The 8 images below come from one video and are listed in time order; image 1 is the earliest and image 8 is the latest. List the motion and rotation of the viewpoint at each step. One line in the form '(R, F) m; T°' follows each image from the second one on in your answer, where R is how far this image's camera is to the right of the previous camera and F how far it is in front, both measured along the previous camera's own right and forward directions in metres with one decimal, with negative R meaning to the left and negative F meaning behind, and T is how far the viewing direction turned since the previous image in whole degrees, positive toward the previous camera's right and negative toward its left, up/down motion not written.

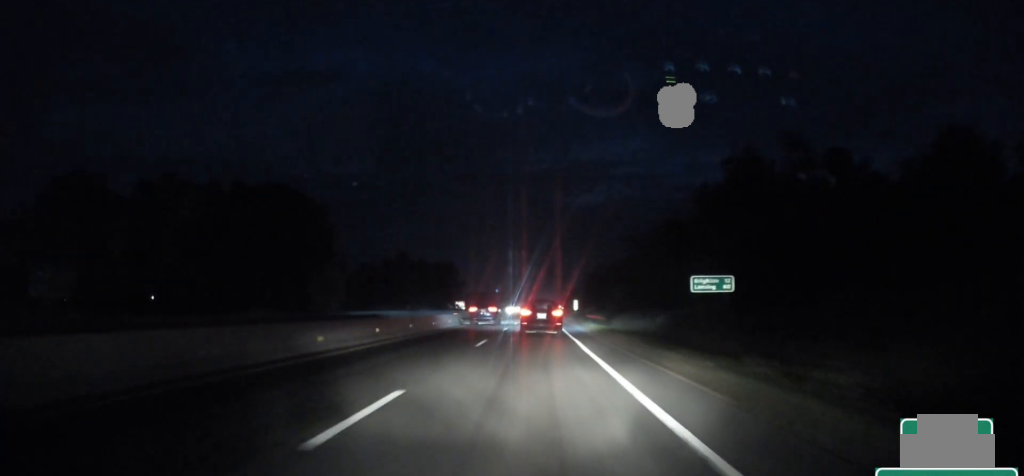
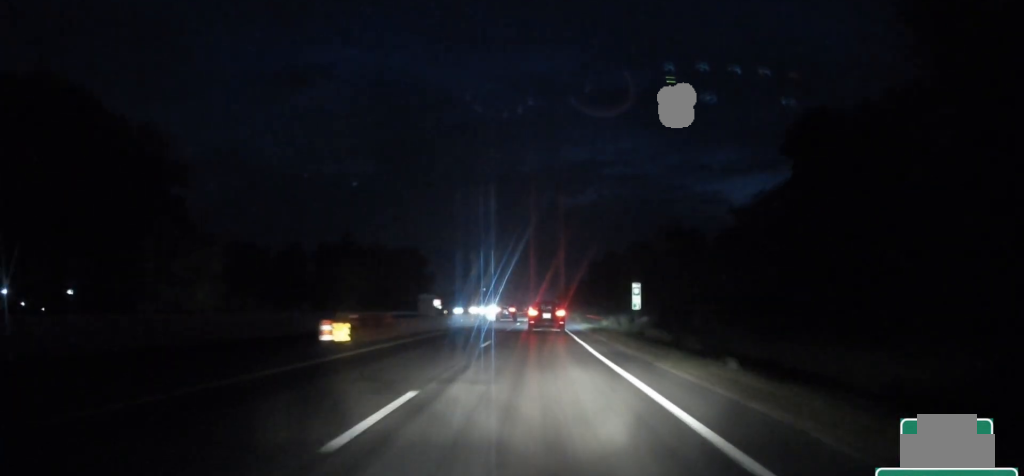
(+0.2, +75.7) m; 0°
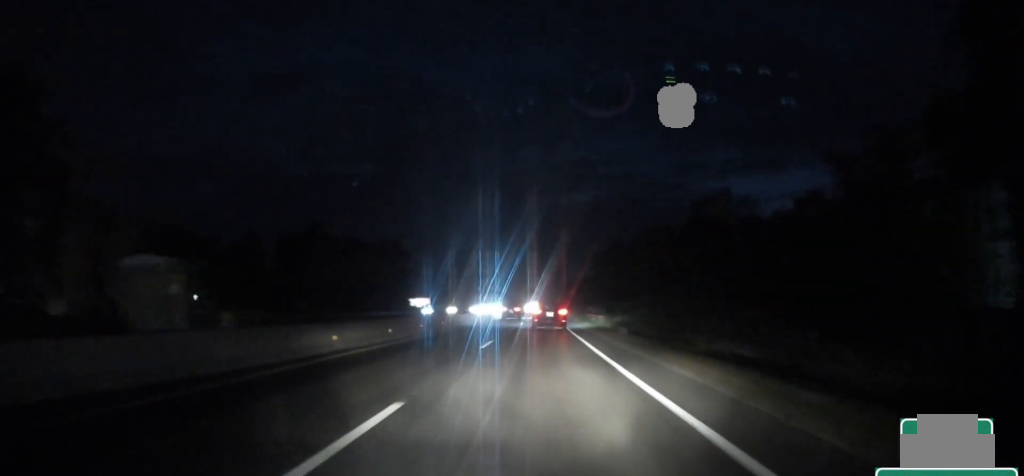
(+0.3, +31.6) m; -2°
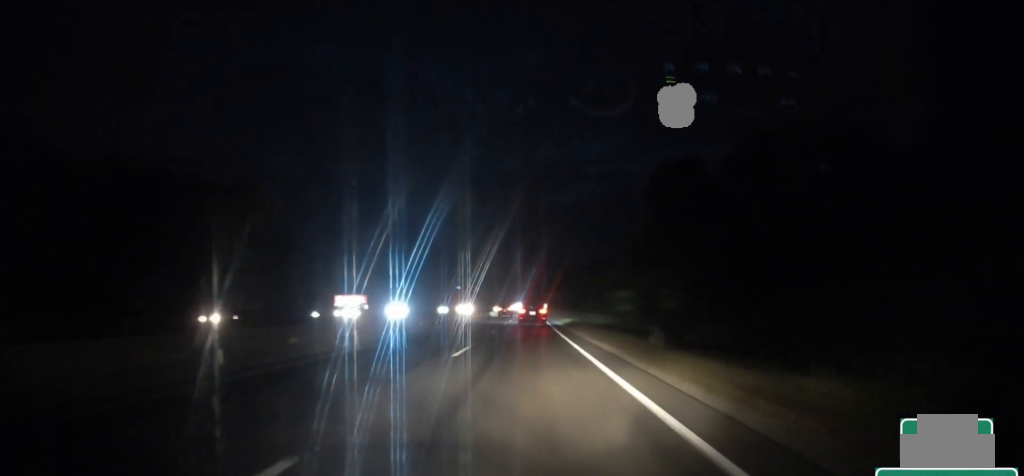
(+8.3, +123.3) m; +9°
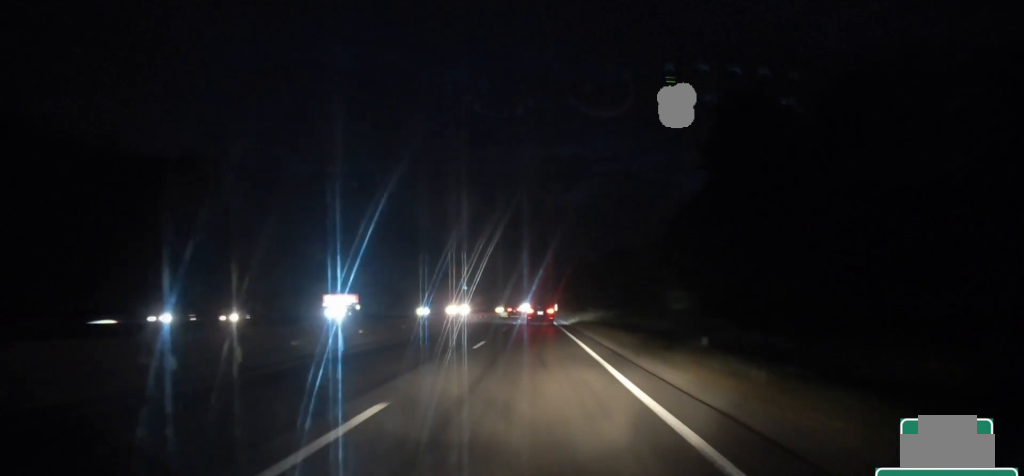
(-1.1, +27.6) m; -1°
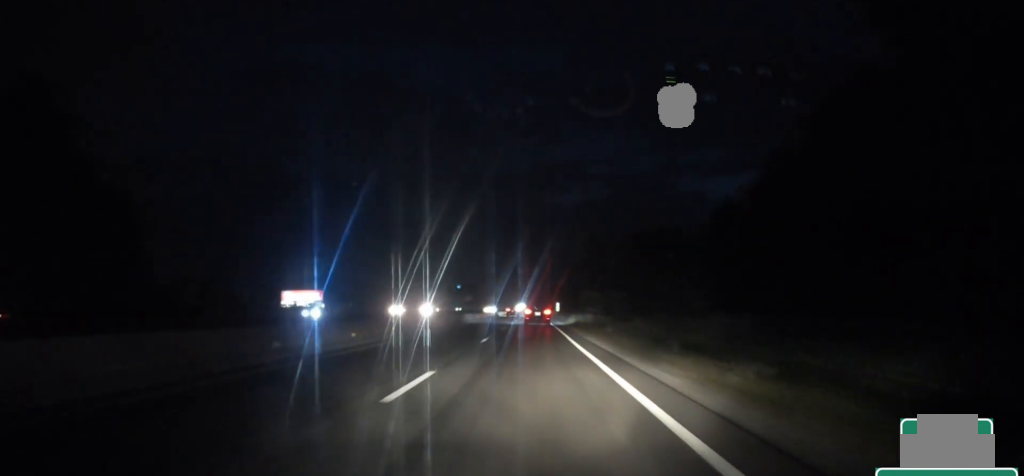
(-2.5, +41.9) m; -3°
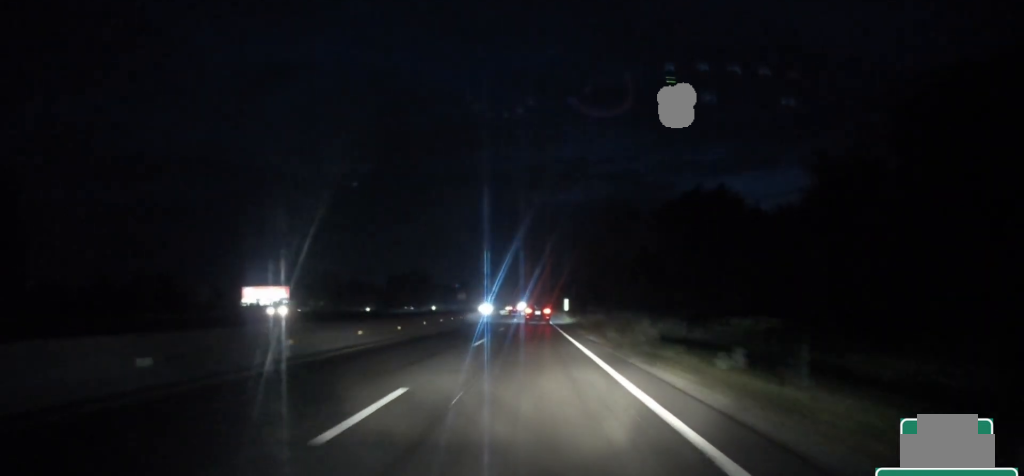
(0.0, +33.3) m; 0°
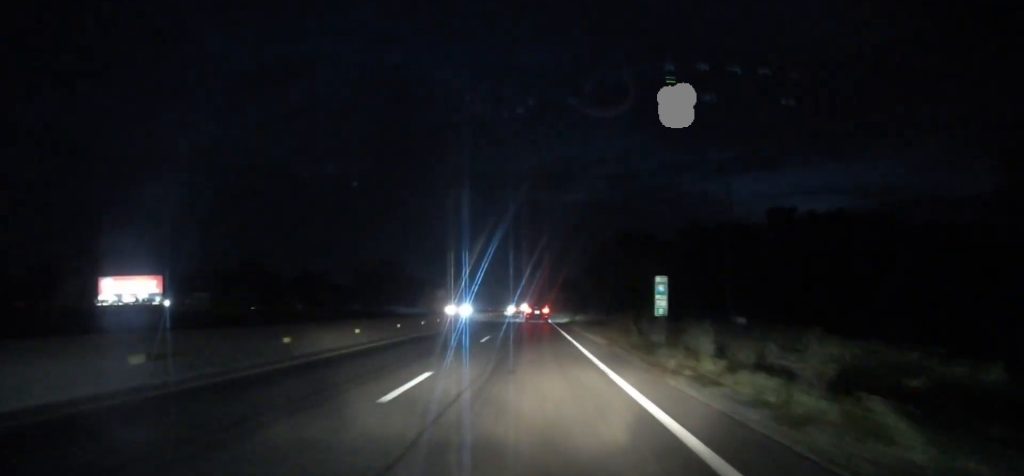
(-0.1, +73.8) m; 0°
